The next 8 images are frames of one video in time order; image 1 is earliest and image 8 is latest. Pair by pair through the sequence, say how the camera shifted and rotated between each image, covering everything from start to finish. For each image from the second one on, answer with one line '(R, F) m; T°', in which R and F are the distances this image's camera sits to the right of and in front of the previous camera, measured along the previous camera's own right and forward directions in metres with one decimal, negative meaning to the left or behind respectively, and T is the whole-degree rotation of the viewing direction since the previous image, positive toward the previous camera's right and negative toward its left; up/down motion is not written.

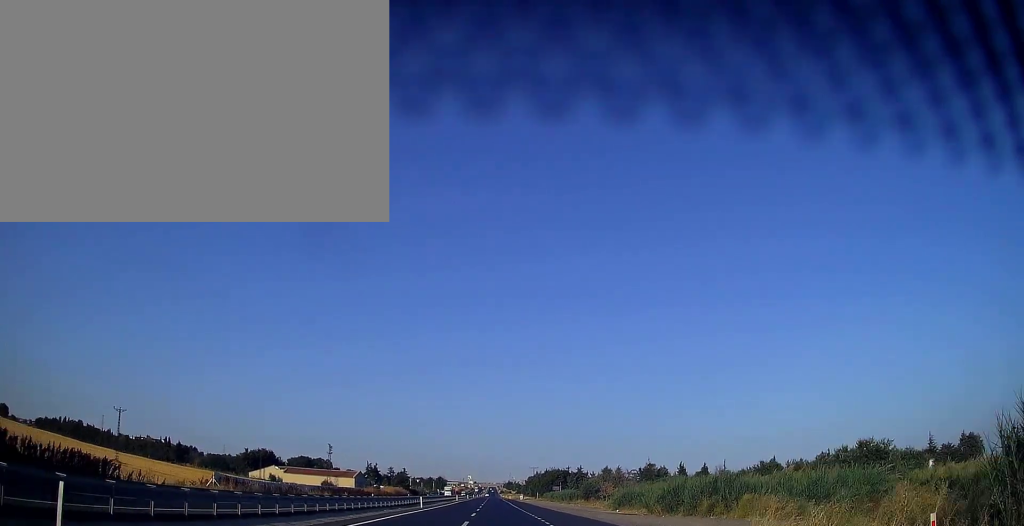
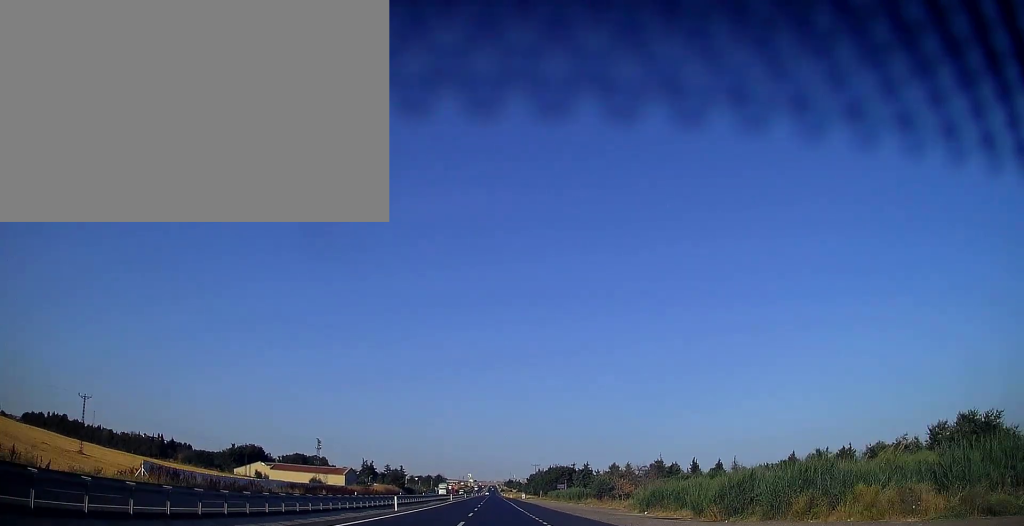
(0.0, +12.8) m; 0°
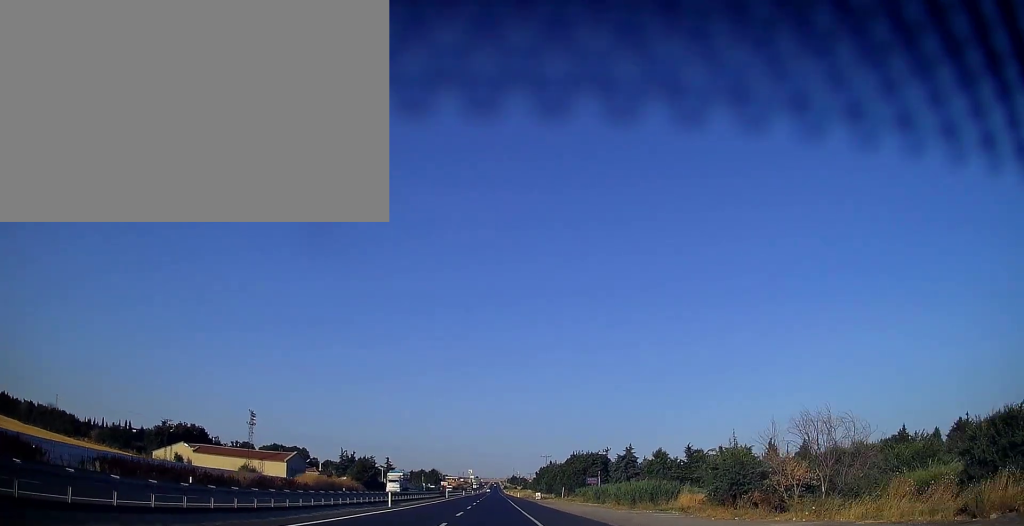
(0.0, +53.2) m; 0°
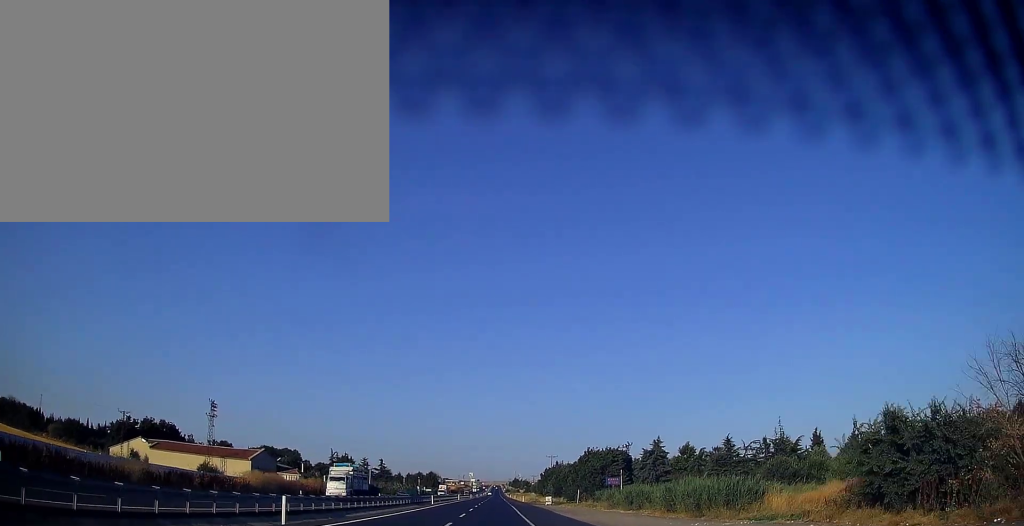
(-0.1, +19.7) m; 0°
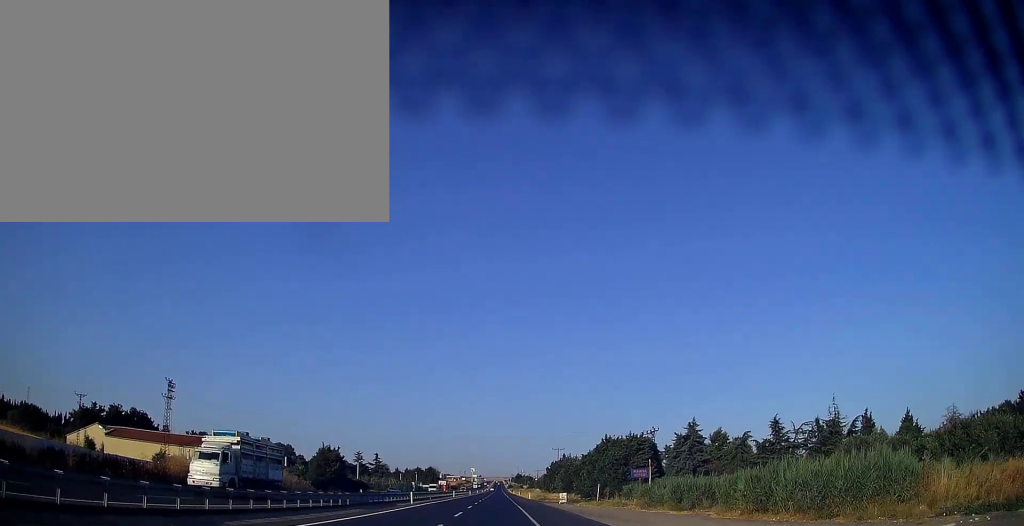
(-0.1, +16.7) m; 0°
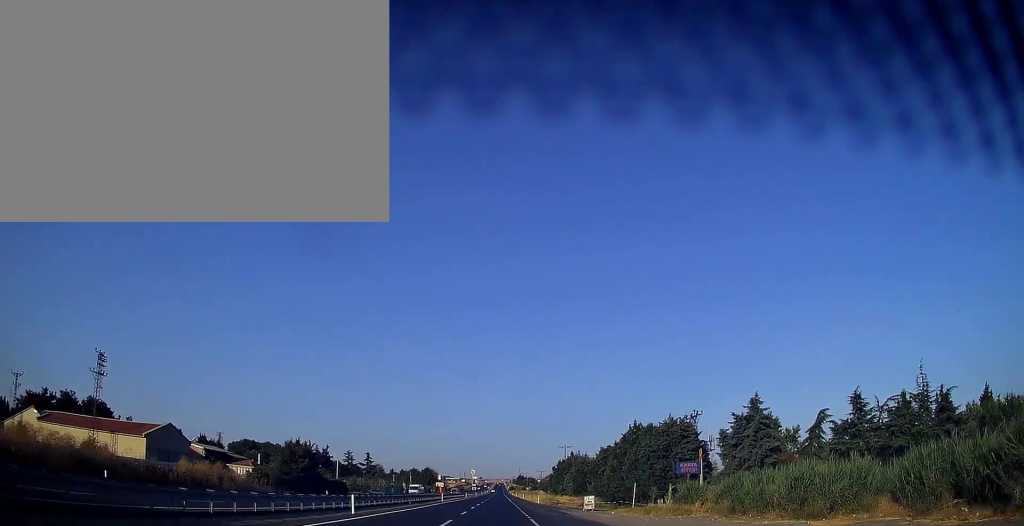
(0.0, +19.7) m; 0°
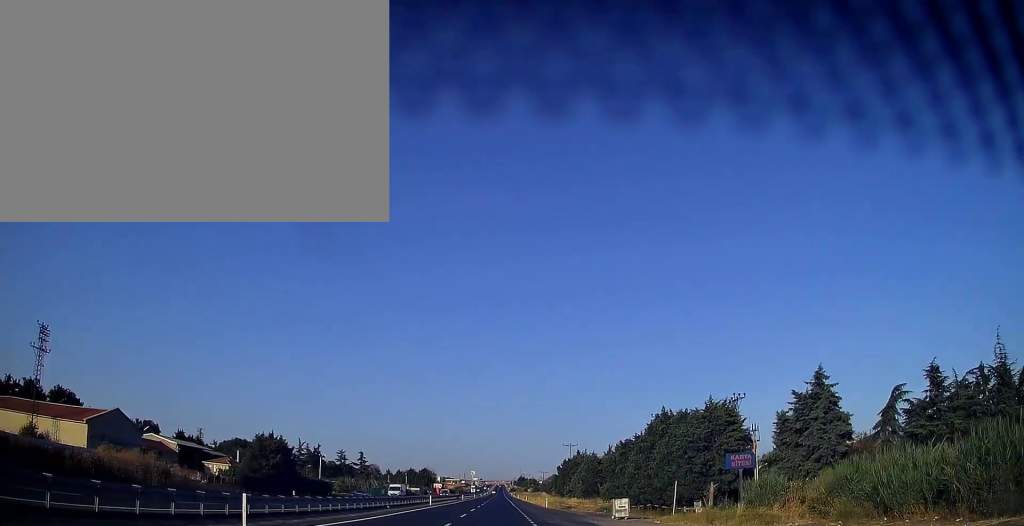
(0.0, +12.8) m; 0°
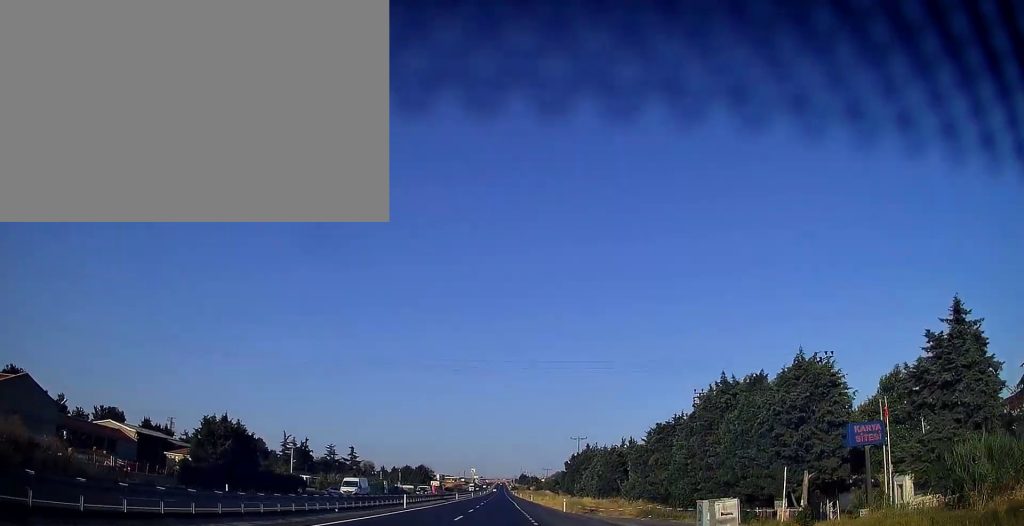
(-0.1, +16.7) m; 0°
